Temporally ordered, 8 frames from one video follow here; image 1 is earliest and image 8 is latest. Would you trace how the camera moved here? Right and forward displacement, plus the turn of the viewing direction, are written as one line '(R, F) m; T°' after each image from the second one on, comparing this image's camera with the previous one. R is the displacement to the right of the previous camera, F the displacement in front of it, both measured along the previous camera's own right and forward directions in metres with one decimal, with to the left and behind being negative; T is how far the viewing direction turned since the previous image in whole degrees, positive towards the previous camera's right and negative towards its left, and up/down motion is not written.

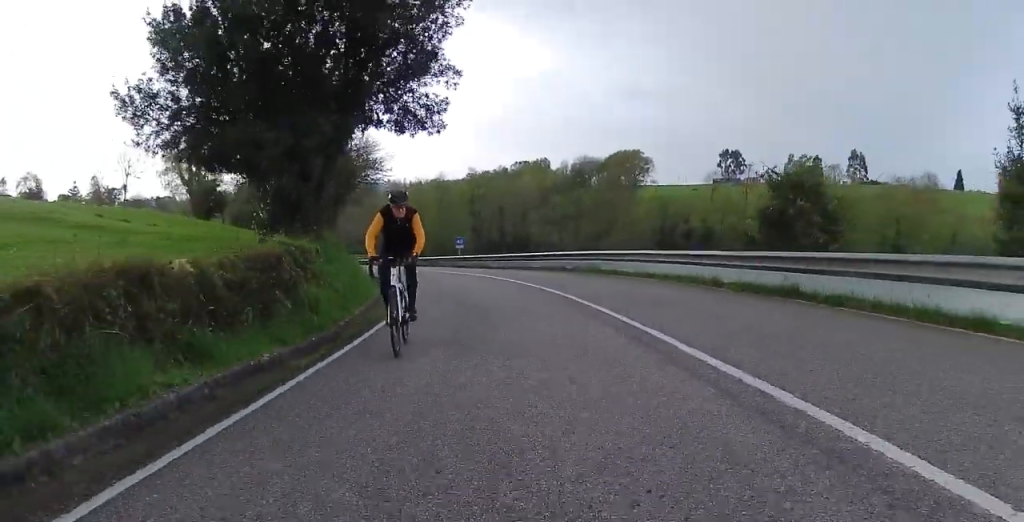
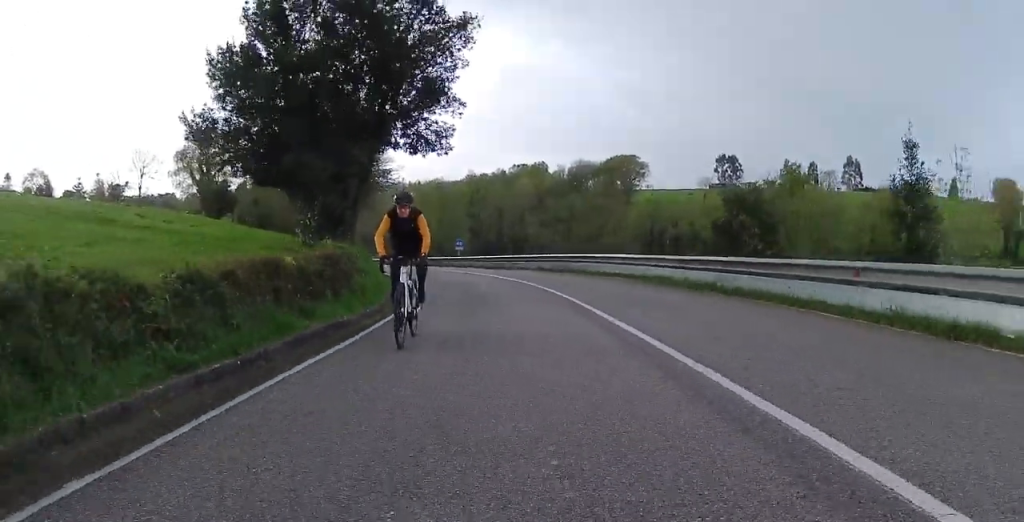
(+0.3, +3.9) m; +3°
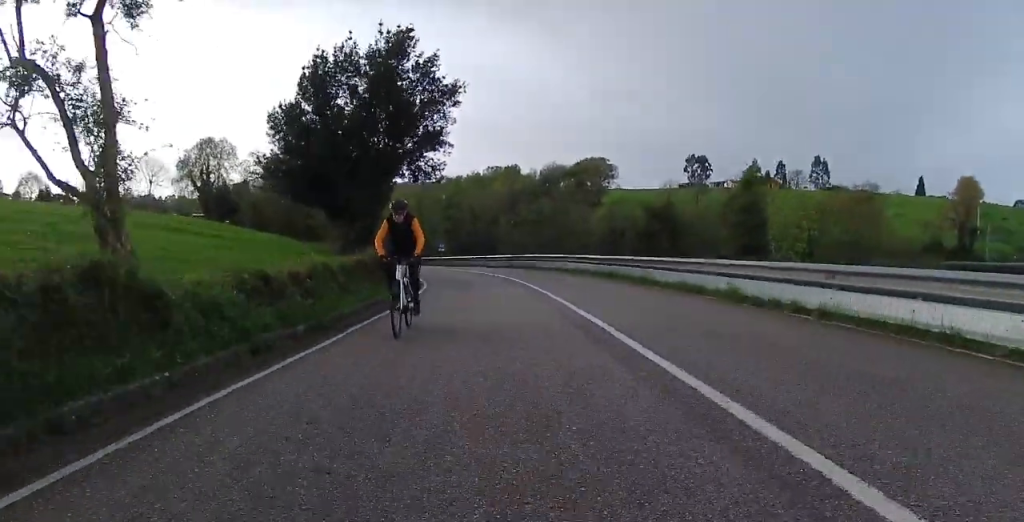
(+0.1, +8.5) m; +1°
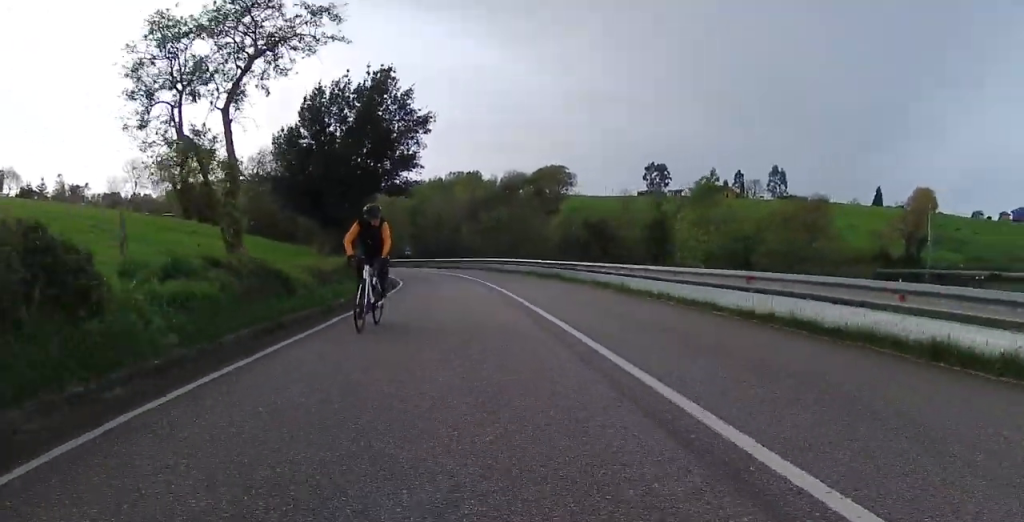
(0.0, +5.5) m; 0°
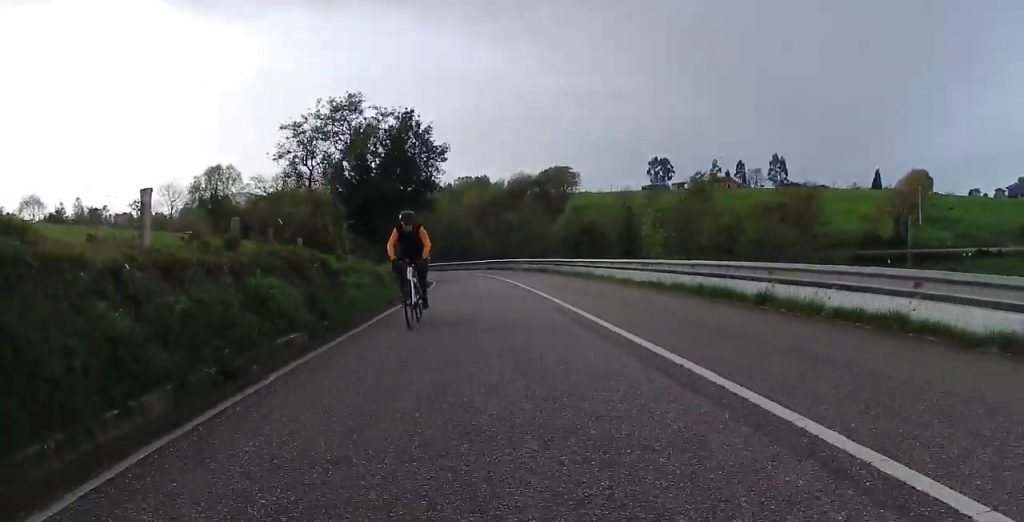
(0.0, +7.4) m; 0°
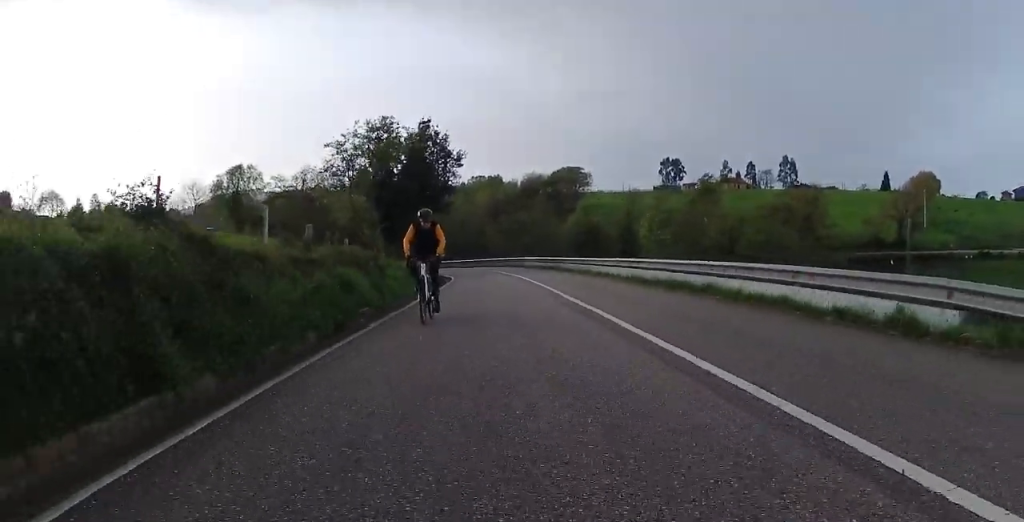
(0.0, +3.3) m; +1°
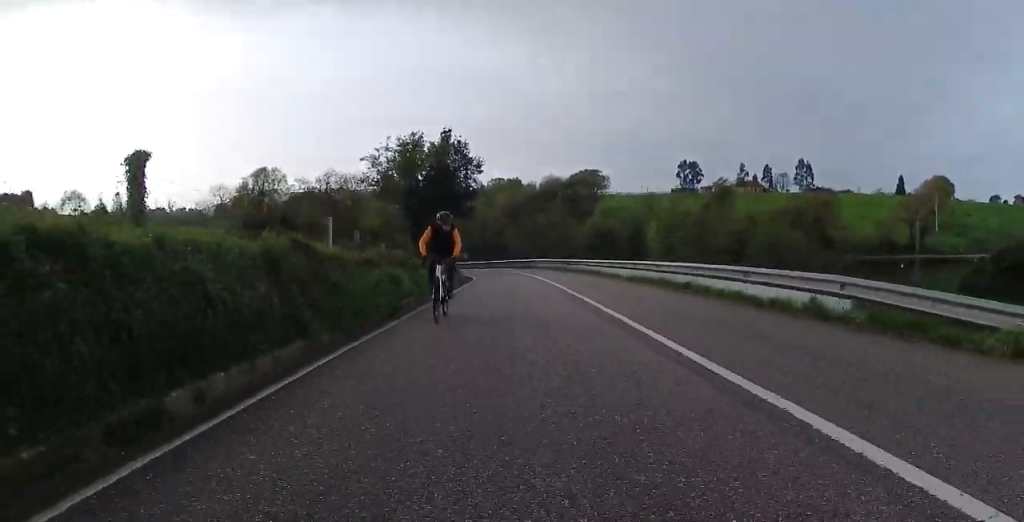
(0.0, +2.8) m; +1°
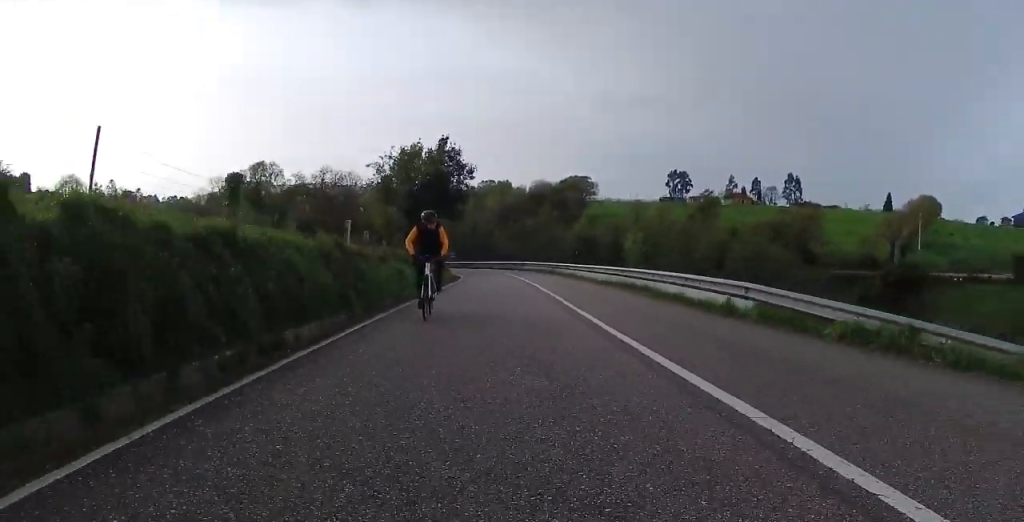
(+0.1, +3.1) m; +1°
